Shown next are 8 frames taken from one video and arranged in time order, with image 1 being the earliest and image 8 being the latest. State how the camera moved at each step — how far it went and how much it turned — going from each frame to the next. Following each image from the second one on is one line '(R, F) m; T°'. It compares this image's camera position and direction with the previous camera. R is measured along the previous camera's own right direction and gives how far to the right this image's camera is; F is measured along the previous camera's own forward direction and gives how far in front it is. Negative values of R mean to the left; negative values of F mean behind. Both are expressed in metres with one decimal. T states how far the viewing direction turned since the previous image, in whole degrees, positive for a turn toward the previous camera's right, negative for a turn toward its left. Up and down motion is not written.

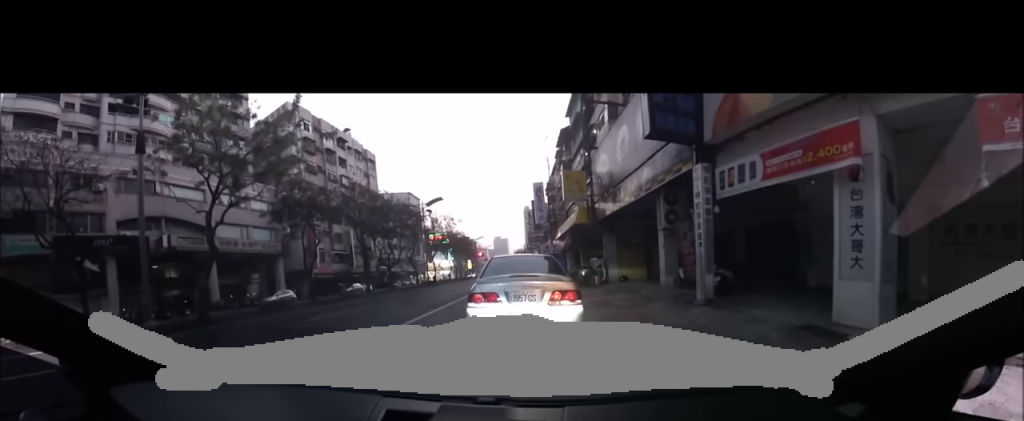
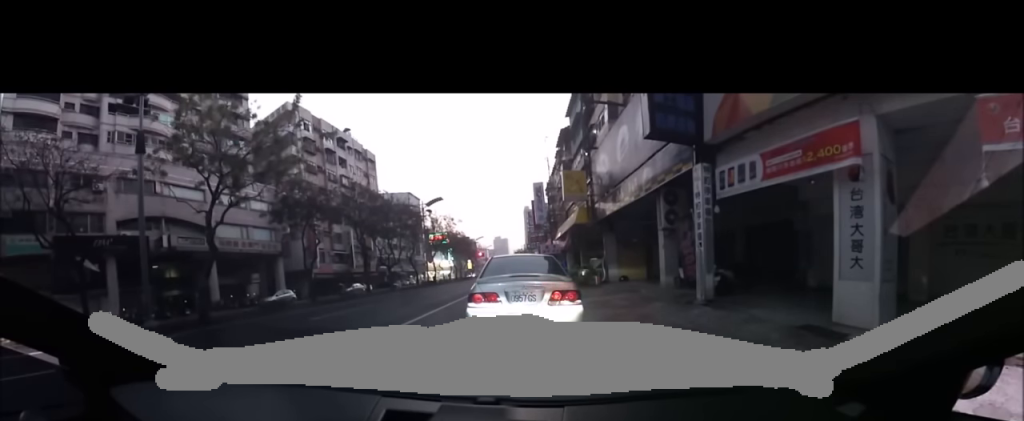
(0.0, 0.0) m; 0°
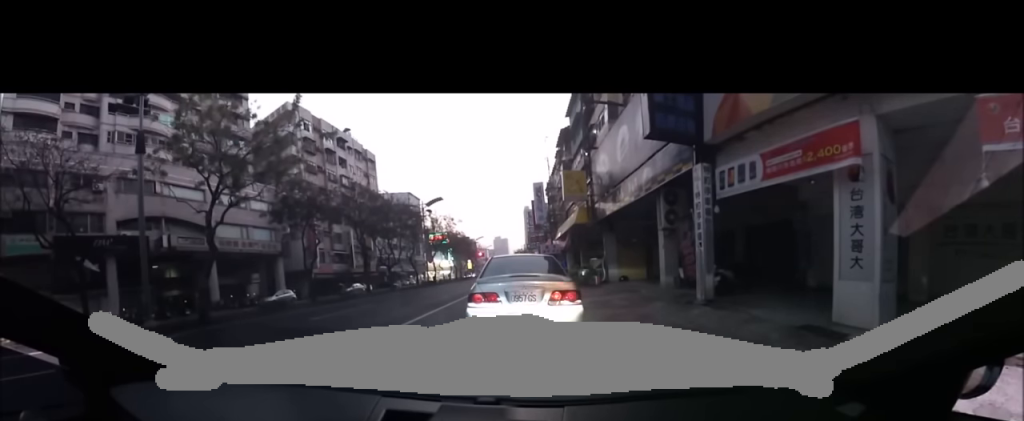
(0.0, 0.0) m; 0°
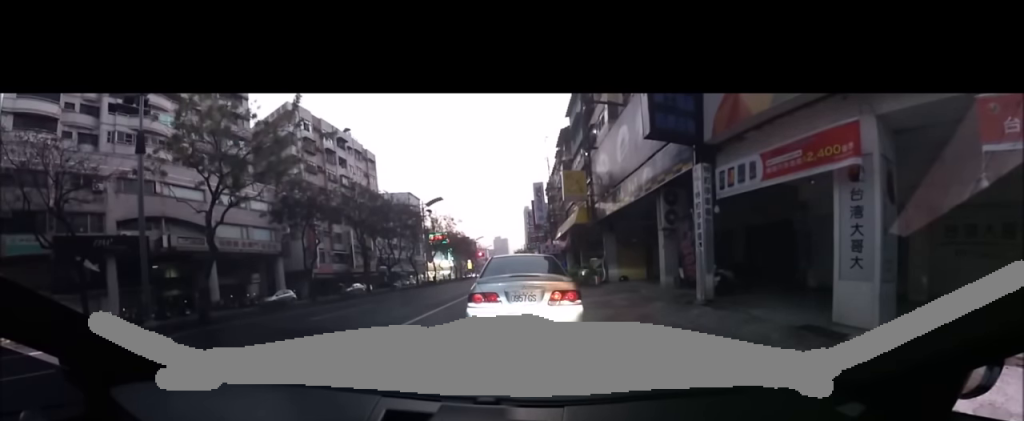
(0.0, 0.0) m; 0°
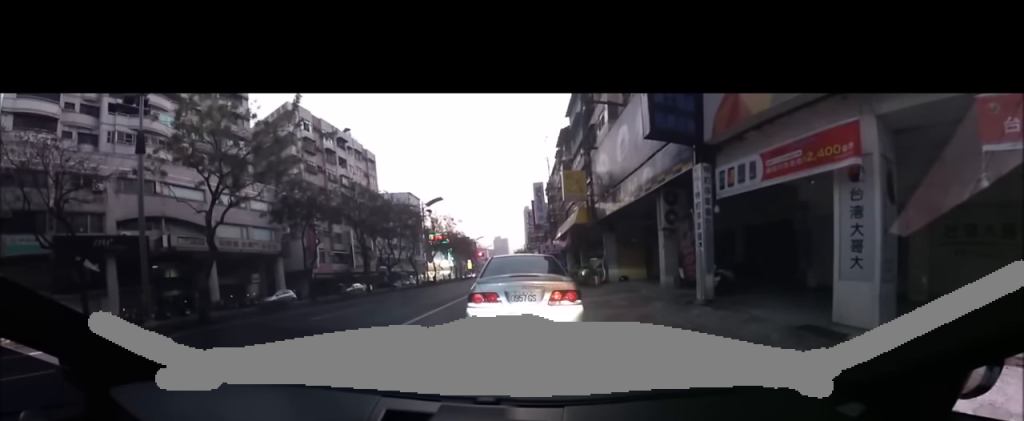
(0.0, 0.0) m; 0°
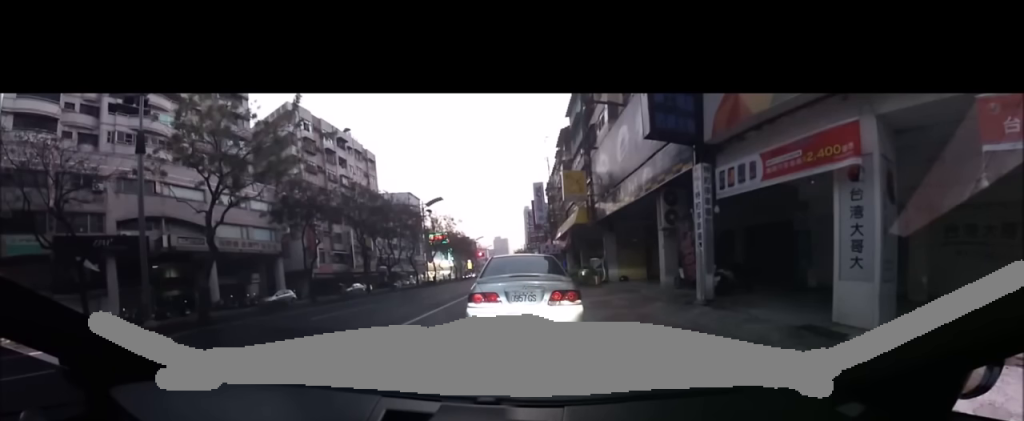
(0.0, 0.0) m; 0°
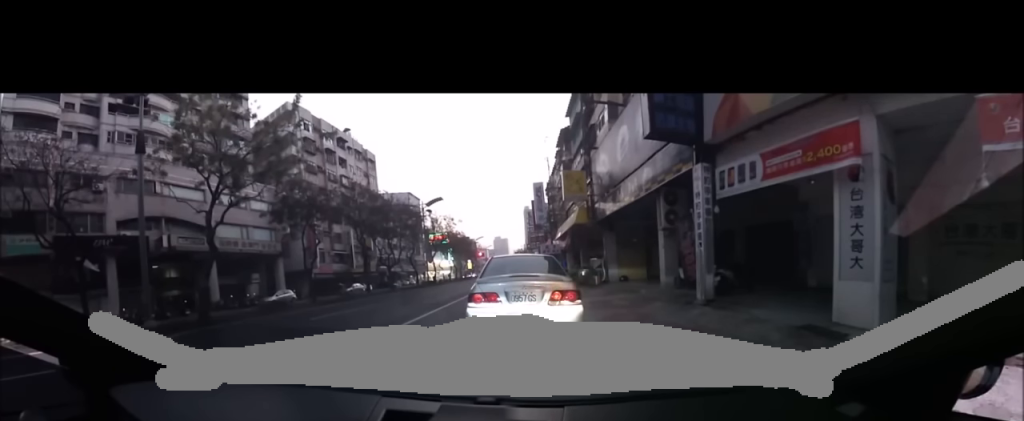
(0.0, 0.0) m; 0°
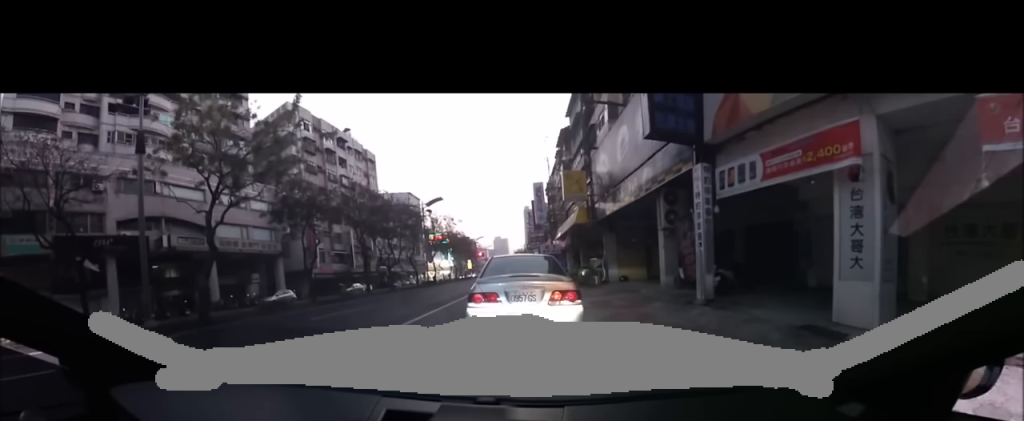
(0.0, 0.0) m; 0°
